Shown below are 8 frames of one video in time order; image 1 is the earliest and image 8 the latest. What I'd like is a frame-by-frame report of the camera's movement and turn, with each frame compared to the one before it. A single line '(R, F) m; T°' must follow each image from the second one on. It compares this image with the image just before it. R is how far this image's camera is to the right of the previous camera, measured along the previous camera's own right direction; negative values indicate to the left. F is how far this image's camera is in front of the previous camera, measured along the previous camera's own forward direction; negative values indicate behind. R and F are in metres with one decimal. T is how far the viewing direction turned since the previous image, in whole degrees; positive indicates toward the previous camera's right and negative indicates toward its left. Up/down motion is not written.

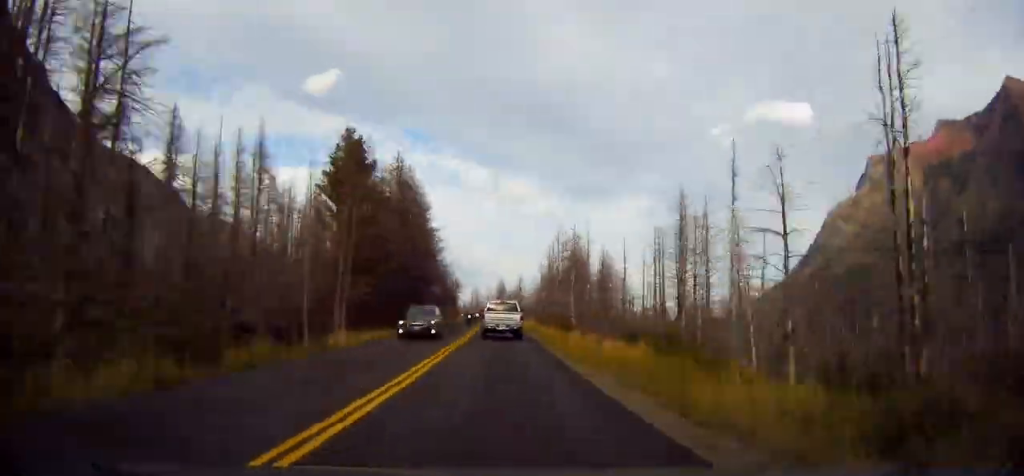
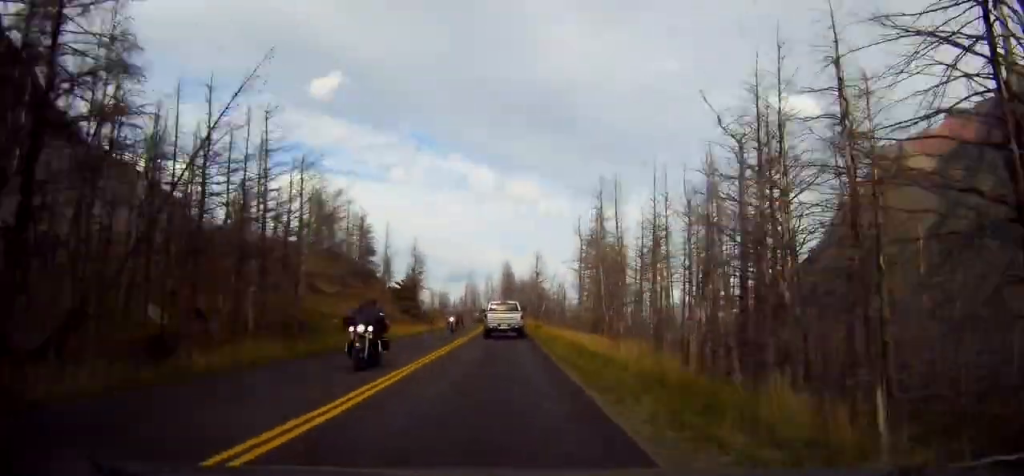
(-3.6, +63.0) m; -7°
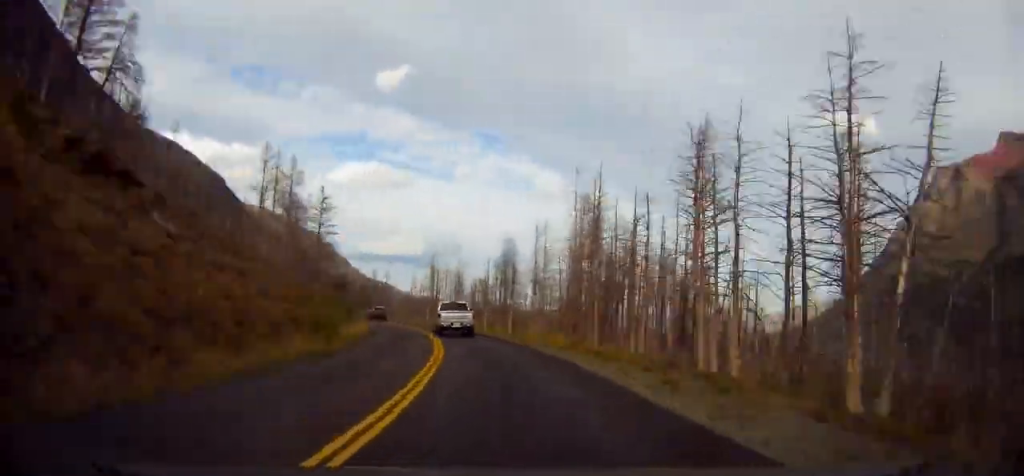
(-1.0, +72.5) m; -10°
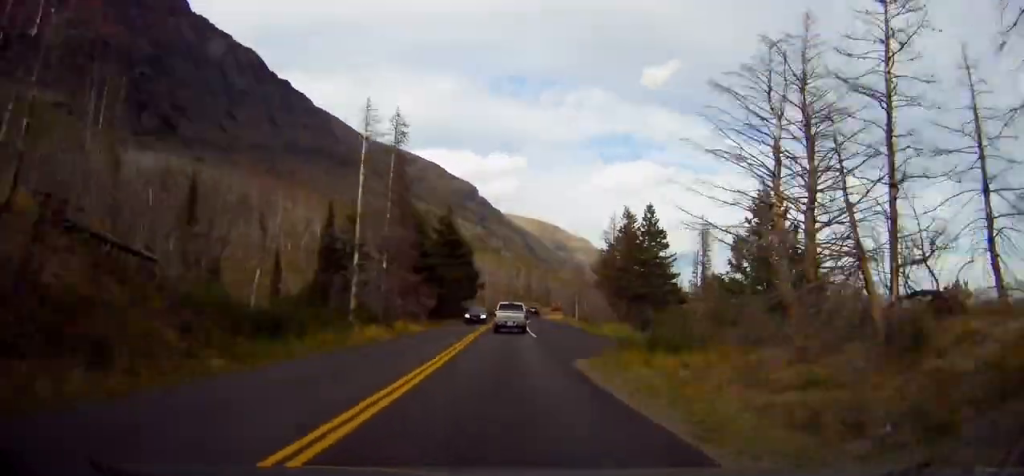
(-23.0, +135.4) m; -9°
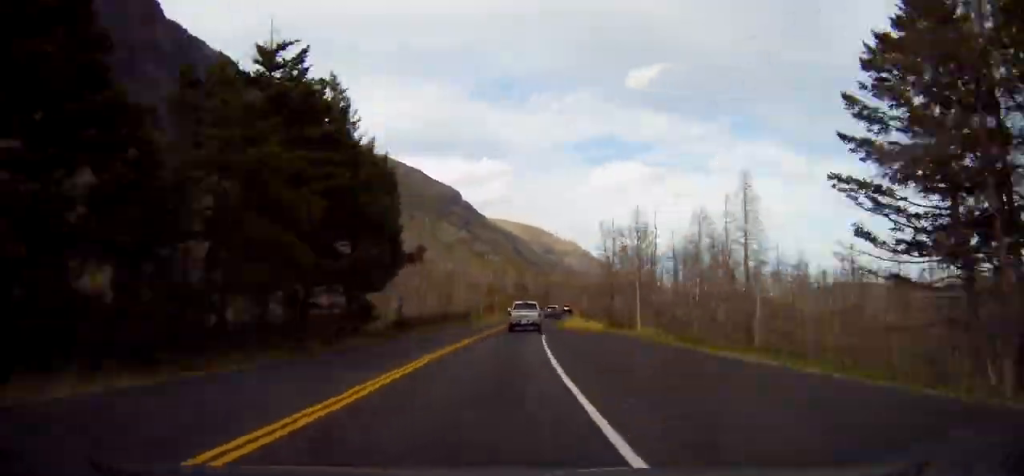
(+0.1, +55.6) m; +3°
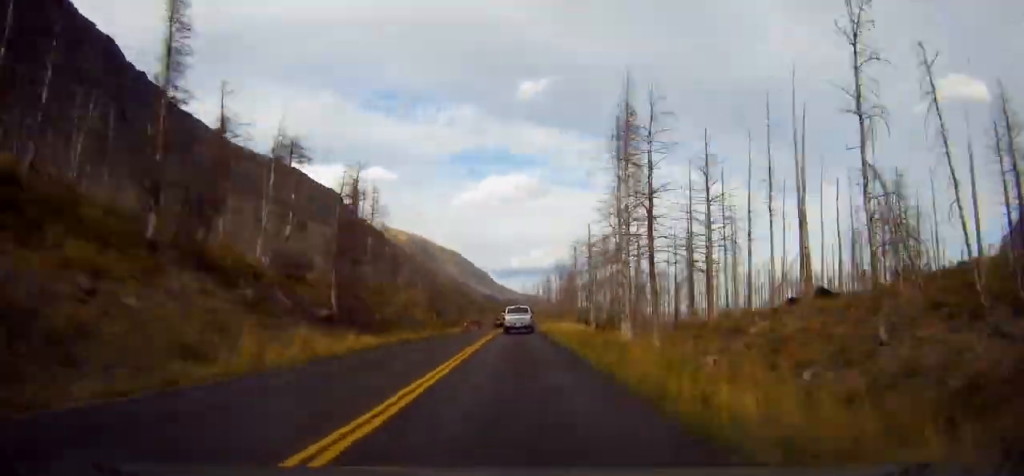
(+7.1, +118.7) m; +2°
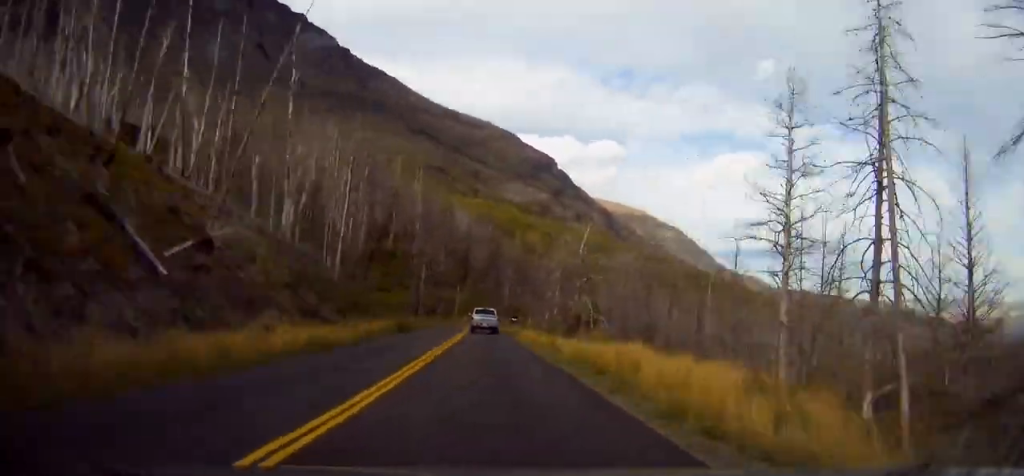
(-26.1, +191.2) m; -9°
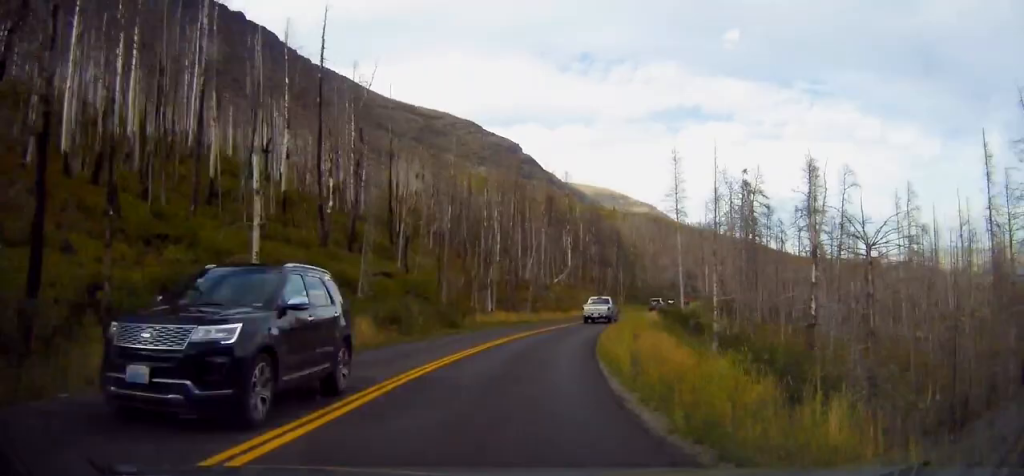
(+4.1, +91.9) m; +7°
